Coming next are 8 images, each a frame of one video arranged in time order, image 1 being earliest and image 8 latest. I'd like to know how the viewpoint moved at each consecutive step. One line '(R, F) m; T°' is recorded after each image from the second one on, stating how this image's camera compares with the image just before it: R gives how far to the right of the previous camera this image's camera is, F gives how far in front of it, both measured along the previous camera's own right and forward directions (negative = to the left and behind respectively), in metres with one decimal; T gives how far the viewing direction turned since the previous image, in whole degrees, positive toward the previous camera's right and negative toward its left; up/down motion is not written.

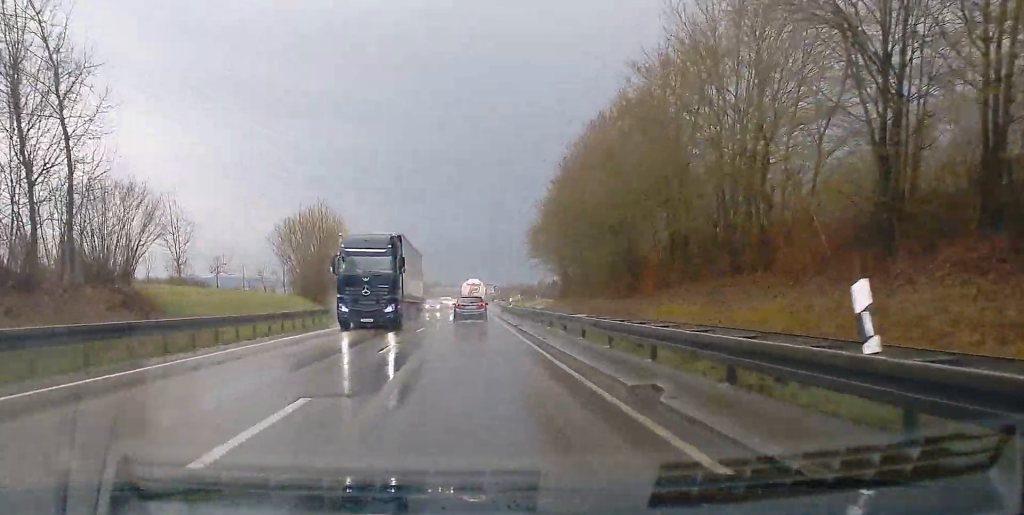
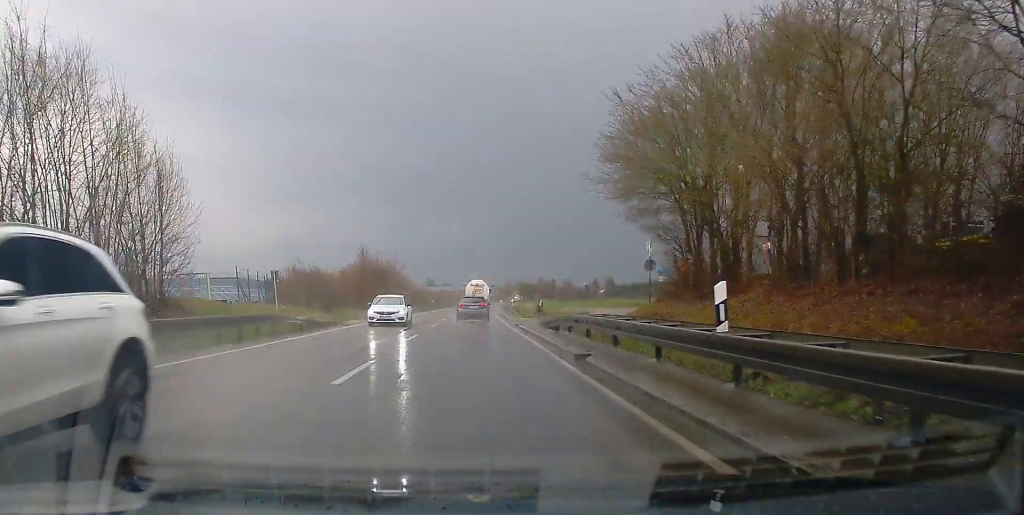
(+0.3, +43.0) m; 0°
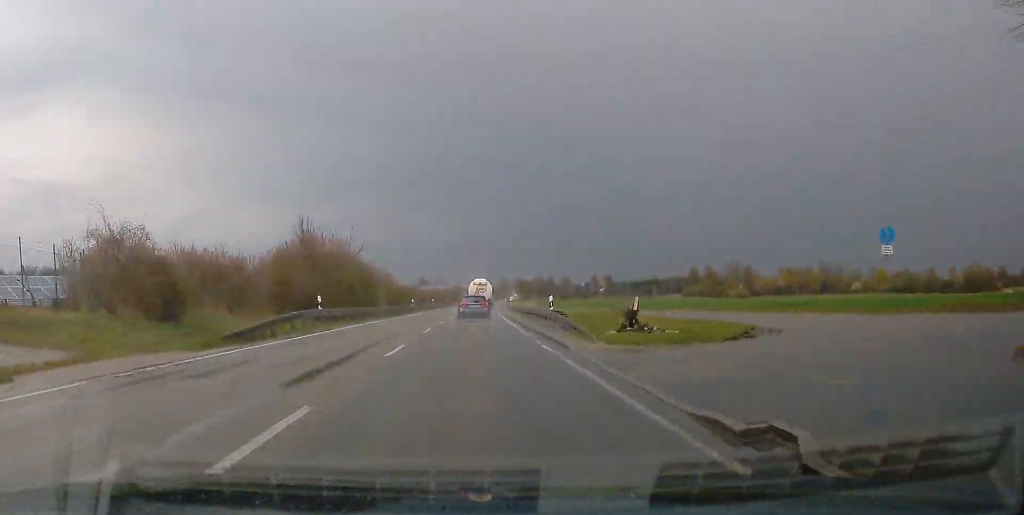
(-0.2, +30.2) m; 0°
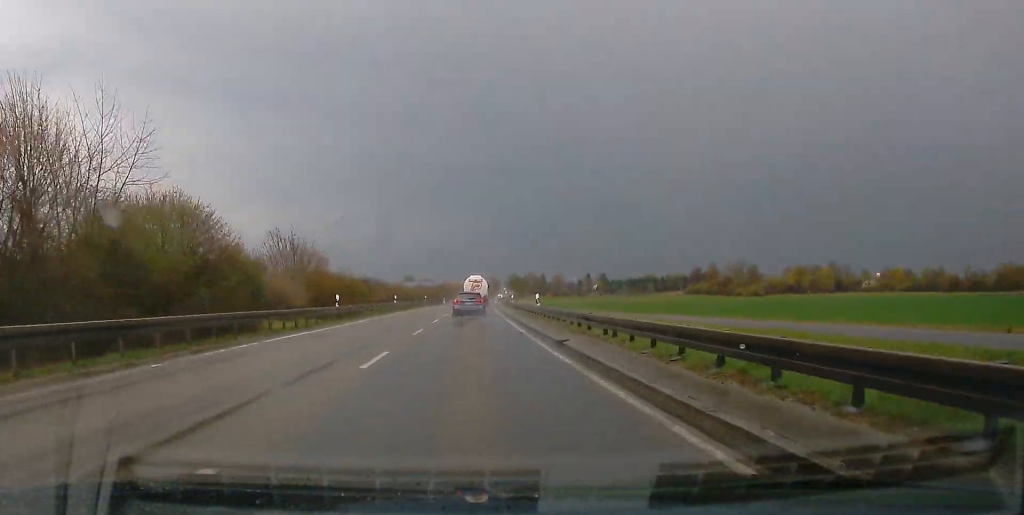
(+0.4, +37.7) m; 0°
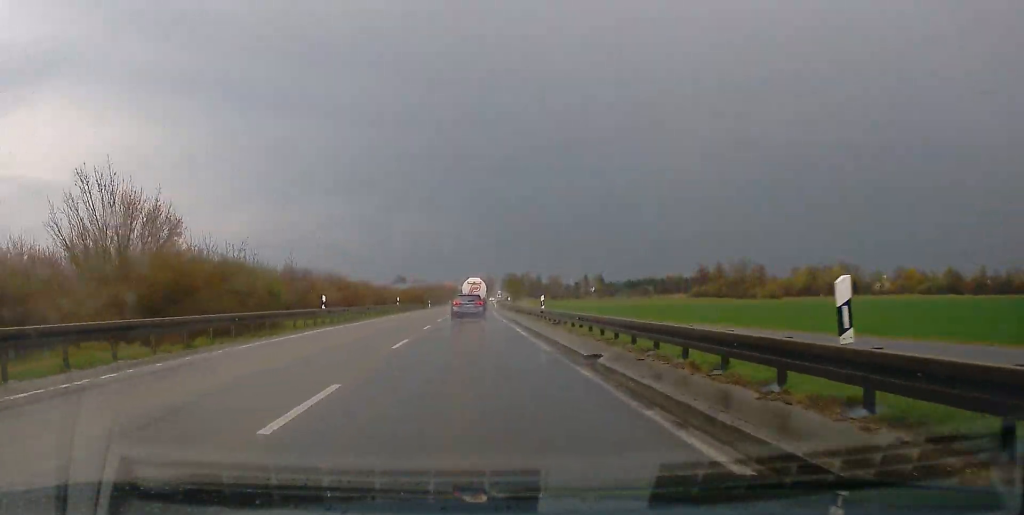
(-0.3, +30.4) m; 0°
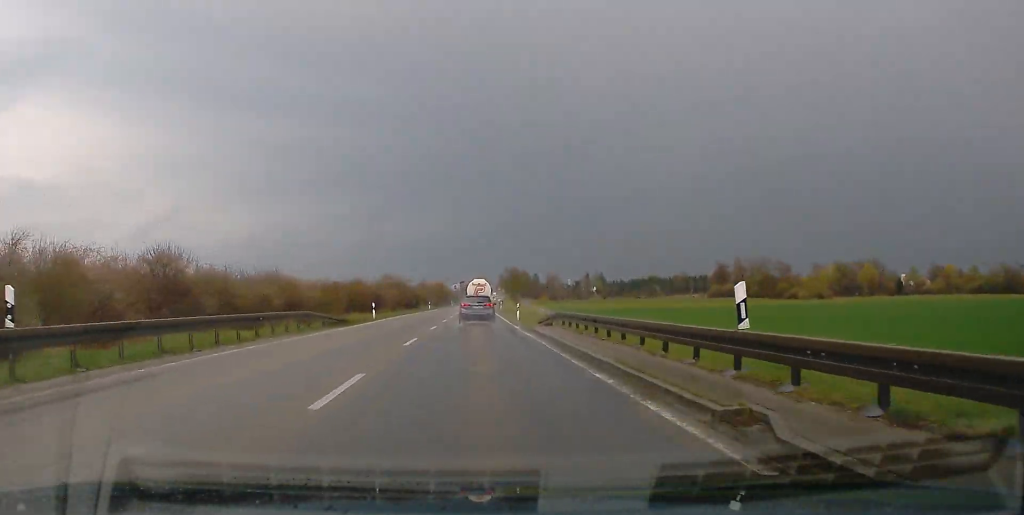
(+0.7, +58.4) m; +2°
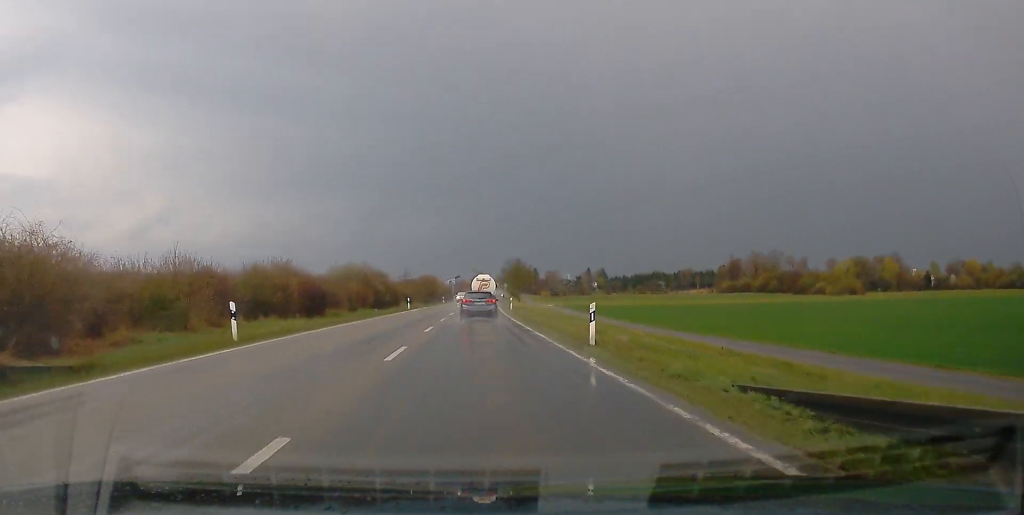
(+0.3, +30.2) m; +1°
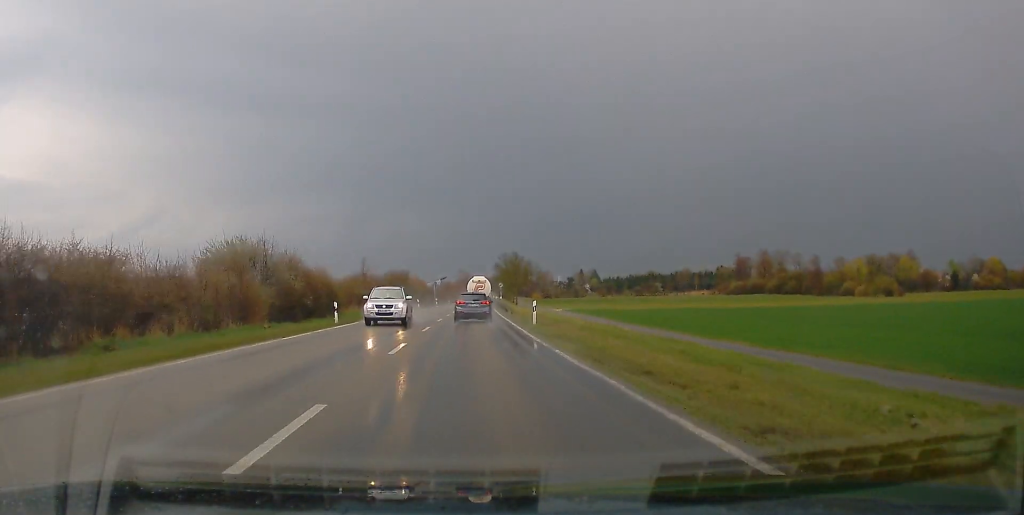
(+0.2, +34.7) m; 0°
